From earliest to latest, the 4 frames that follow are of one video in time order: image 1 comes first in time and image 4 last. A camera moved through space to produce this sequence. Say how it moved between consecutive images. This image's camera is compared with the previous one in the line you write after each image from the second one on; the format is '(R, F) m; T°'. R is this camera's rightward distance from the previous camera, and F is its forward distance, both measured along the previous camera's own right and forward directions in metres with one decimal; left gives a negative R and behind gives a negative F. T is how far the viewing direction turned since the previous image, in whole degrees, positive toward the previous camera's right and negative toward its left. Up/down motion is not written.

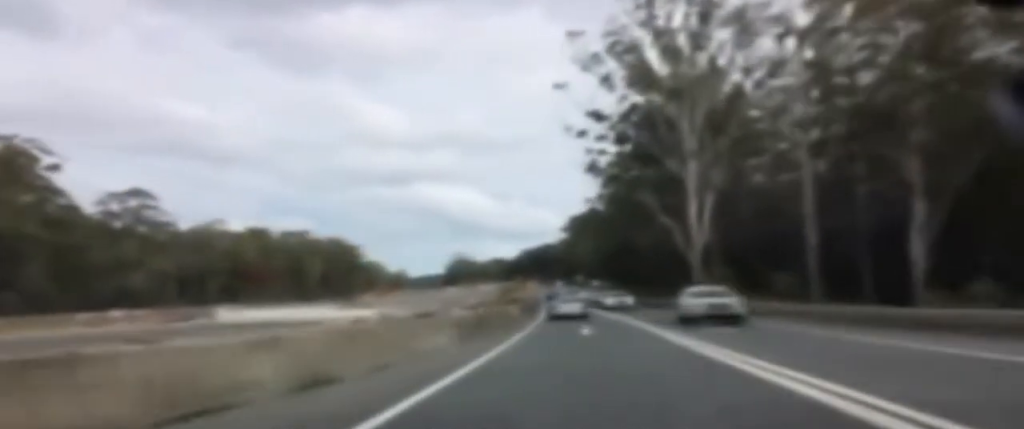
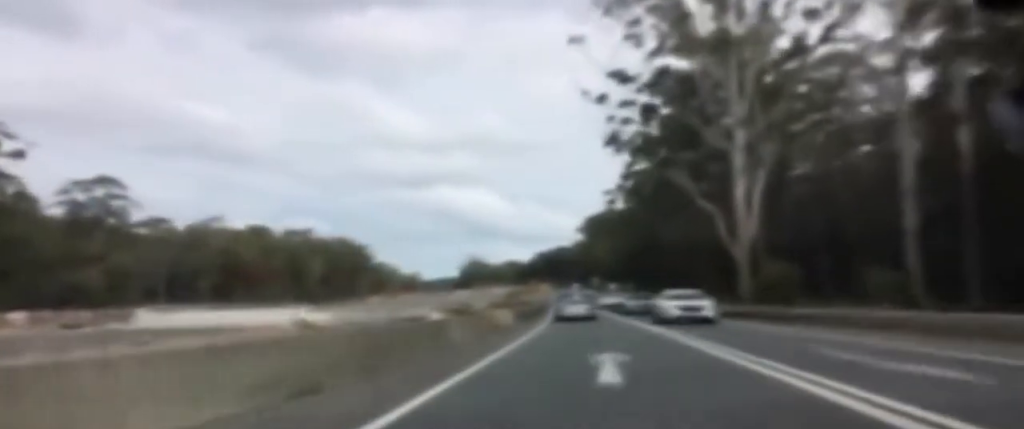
(+0.2, +15.9) m; 0°
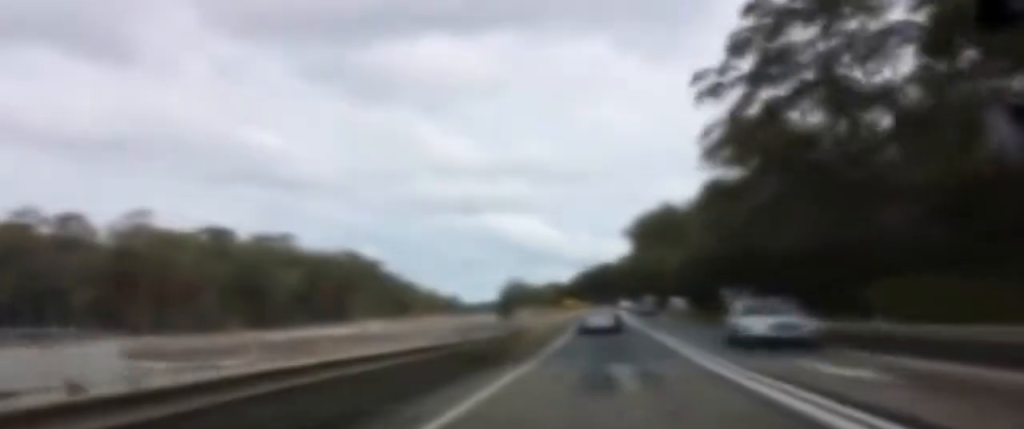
(-1.6, +72.7) m; -2°
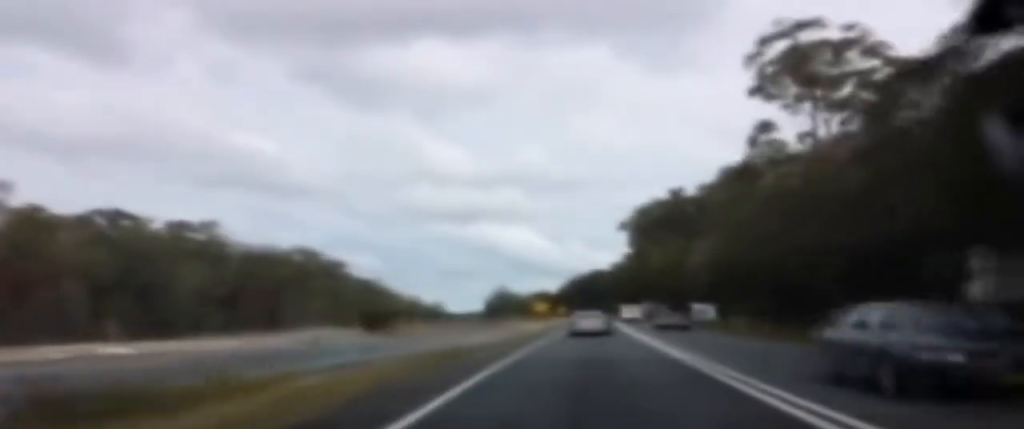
(-0.5, +43.3) m; -1°
